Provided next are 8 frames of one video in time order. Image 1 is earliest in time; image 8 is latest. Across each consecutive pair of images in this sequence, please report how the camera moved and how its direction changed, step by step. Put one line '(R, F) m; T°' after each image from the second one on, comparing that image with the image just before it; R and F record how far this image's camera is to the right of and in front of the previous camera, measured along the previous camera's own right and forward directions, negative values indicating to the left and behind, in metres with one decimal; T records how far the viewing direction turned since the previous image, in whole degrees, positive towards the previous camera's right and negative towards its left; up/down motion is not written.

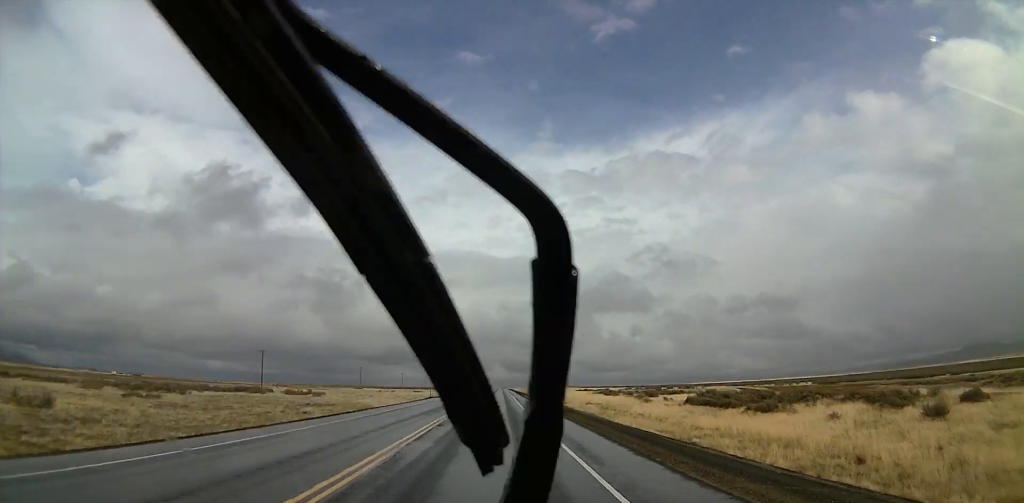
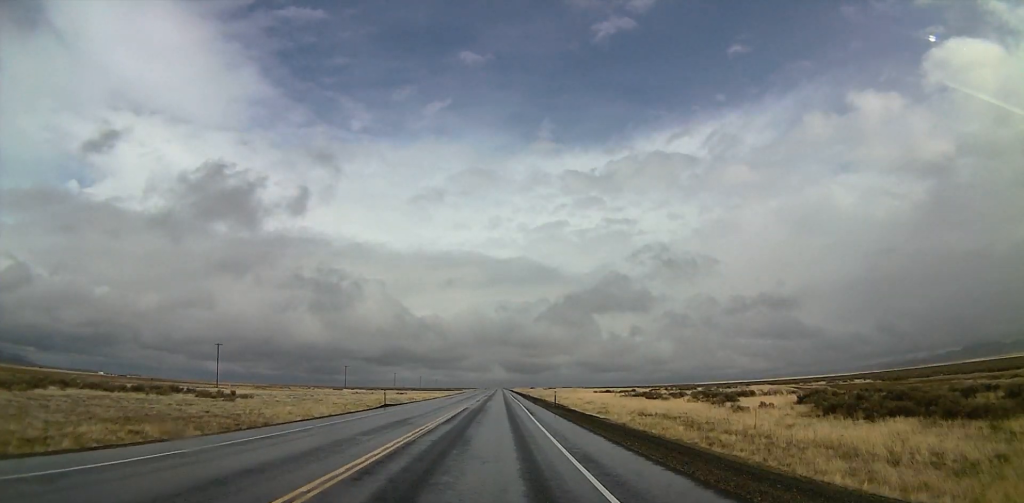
(0.0, +30.8) m; 0°
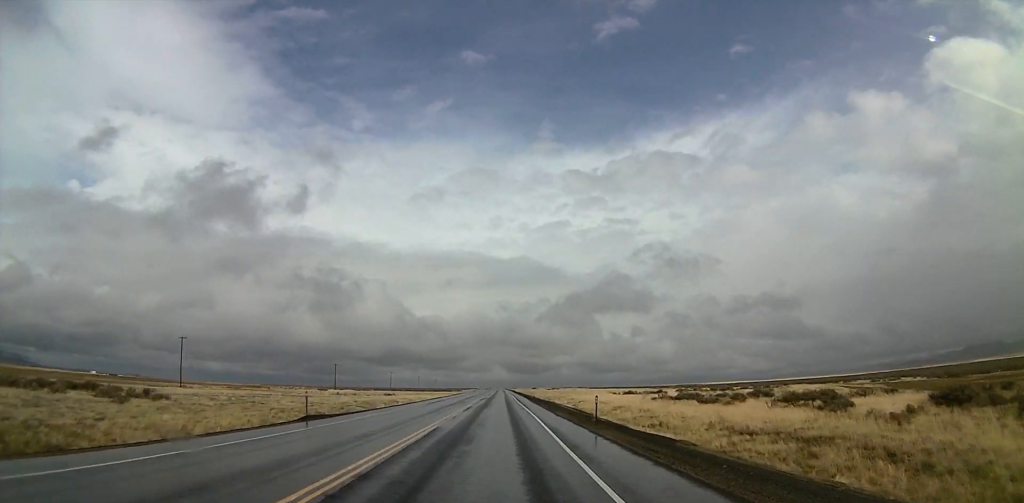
(0.0, +18.7) m; 0°
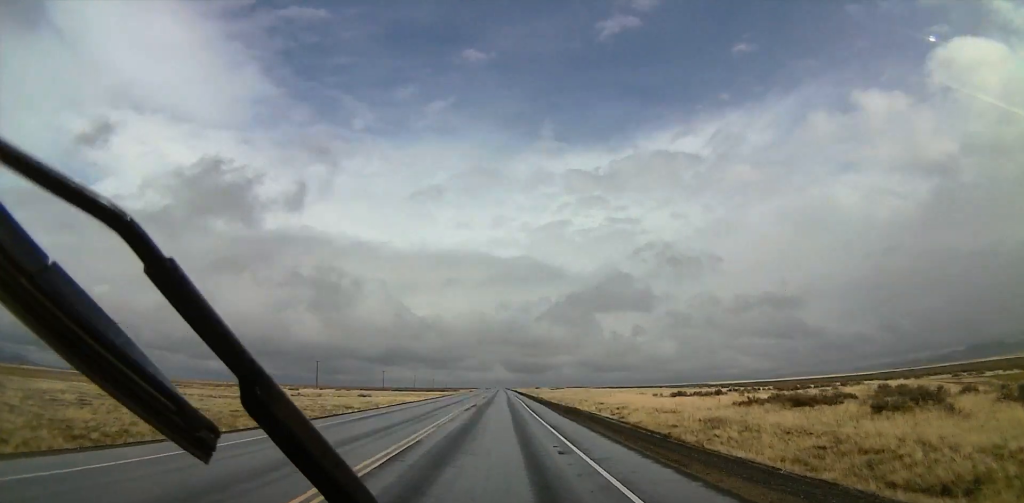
(0.0, +25.1) m; 0°
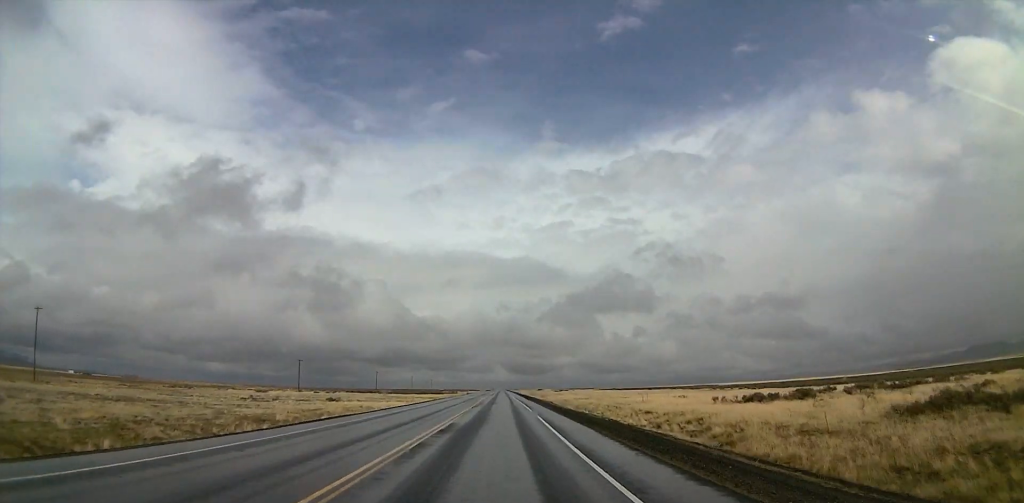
(0.0, +19.3) m; 0°
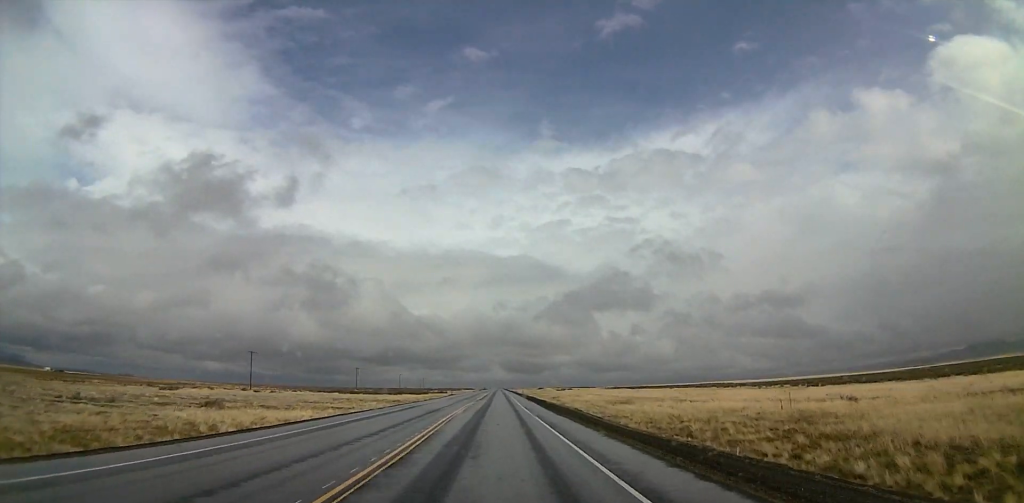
(0.0, +33.8) m; 0°
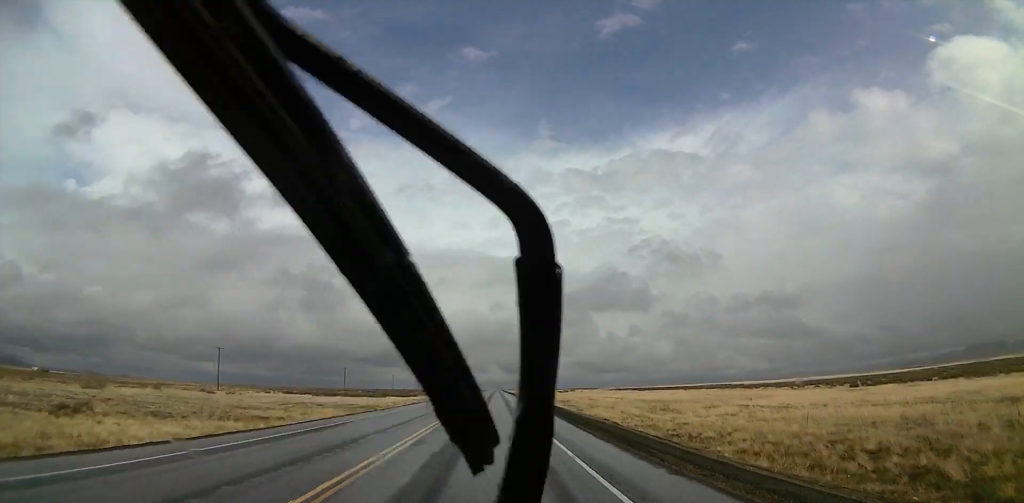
(0.0, +17.1) m; 0°
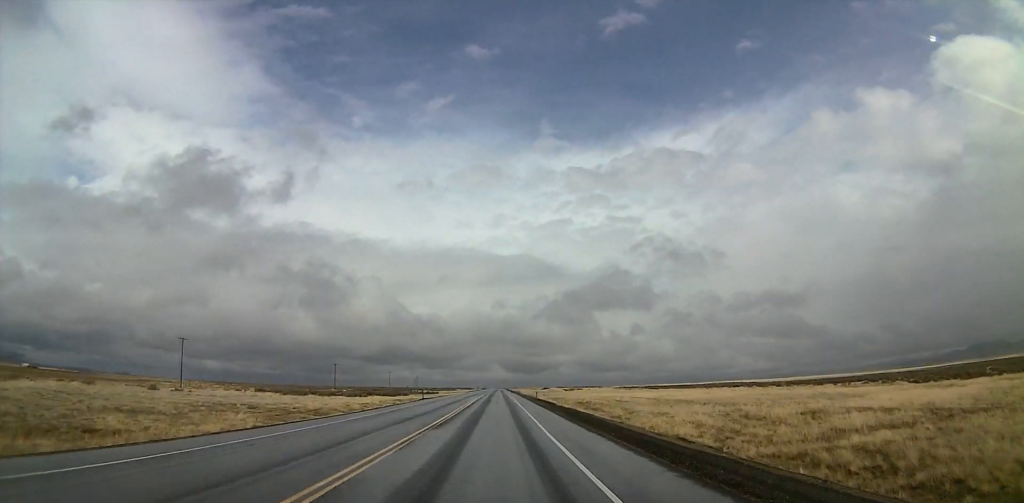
(0.0, +17.3) m; 0°
